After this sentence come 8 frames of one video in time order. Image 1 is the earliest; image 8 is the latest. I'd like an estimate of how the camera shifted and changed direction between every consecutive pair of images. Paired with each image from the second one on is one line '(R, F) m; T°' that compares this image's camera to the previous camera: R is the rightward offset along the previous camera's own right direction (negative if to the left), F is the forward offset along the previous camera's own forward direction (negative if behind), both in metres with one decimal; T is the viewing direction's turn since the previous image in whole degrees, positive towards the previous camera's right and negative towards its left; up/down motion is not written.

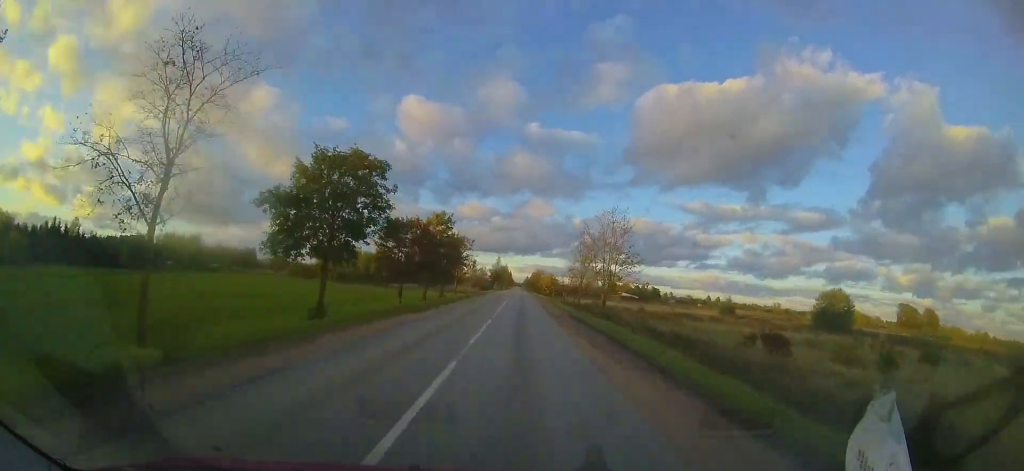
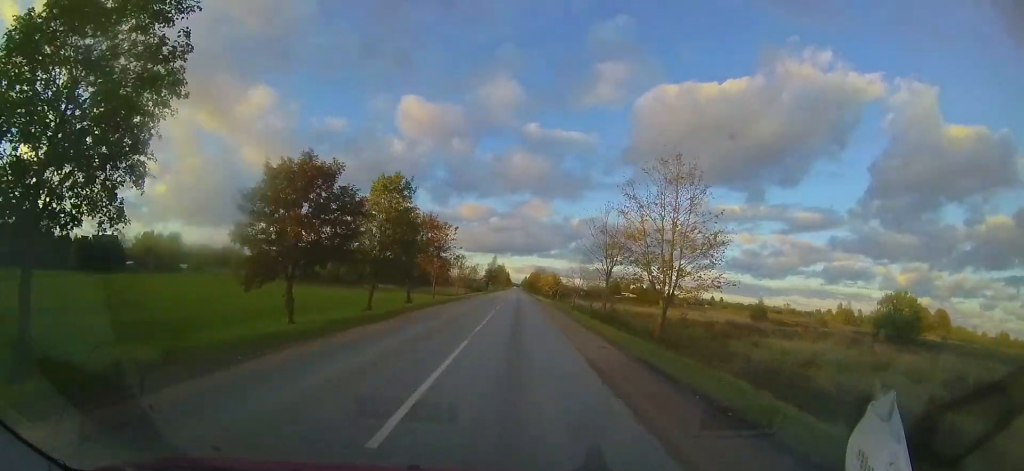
(-0.3, +15.1) m; -1°
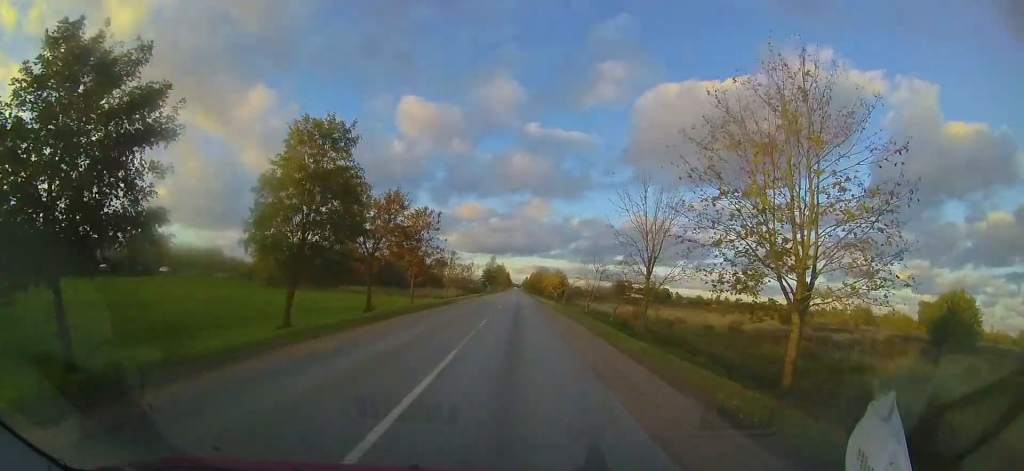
(0.0, +10.2) m; 0°
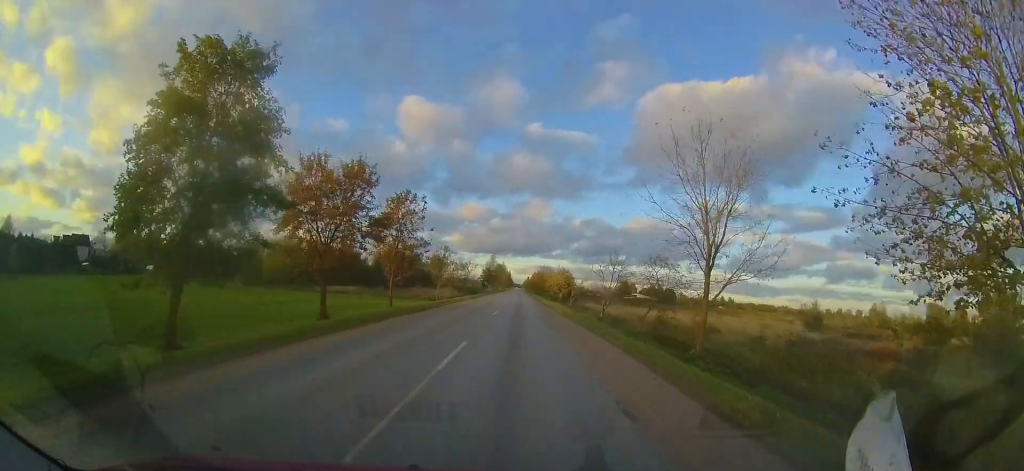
(-0.1, +6.8) m; 0°
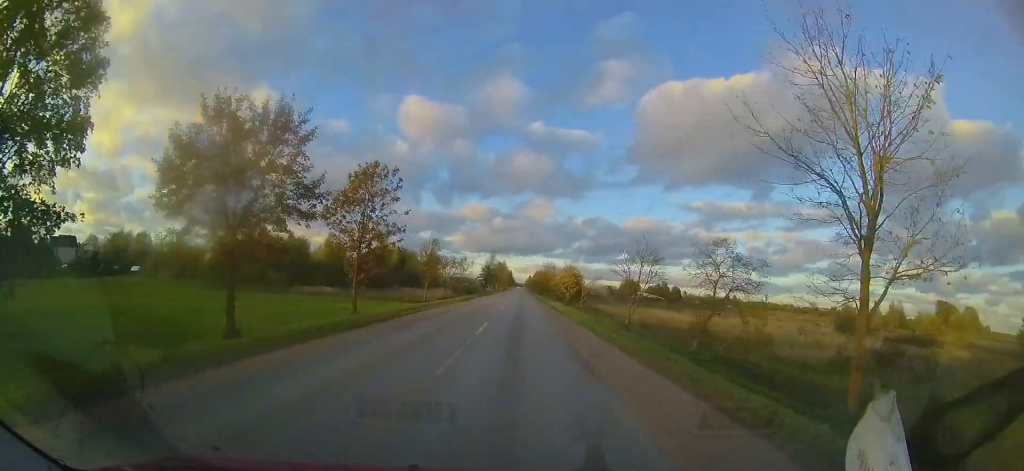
(+0.1, +7.3) m; 0°
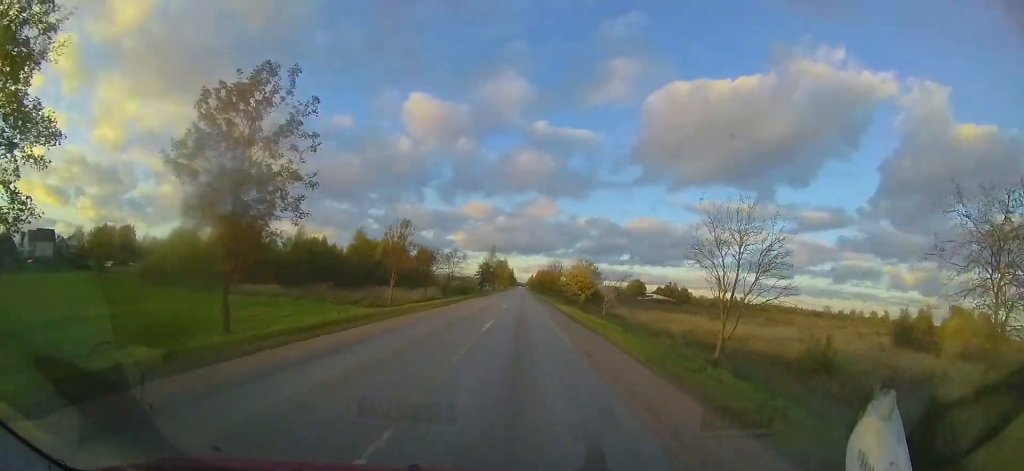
(+0.1, +11.9) m; +1°
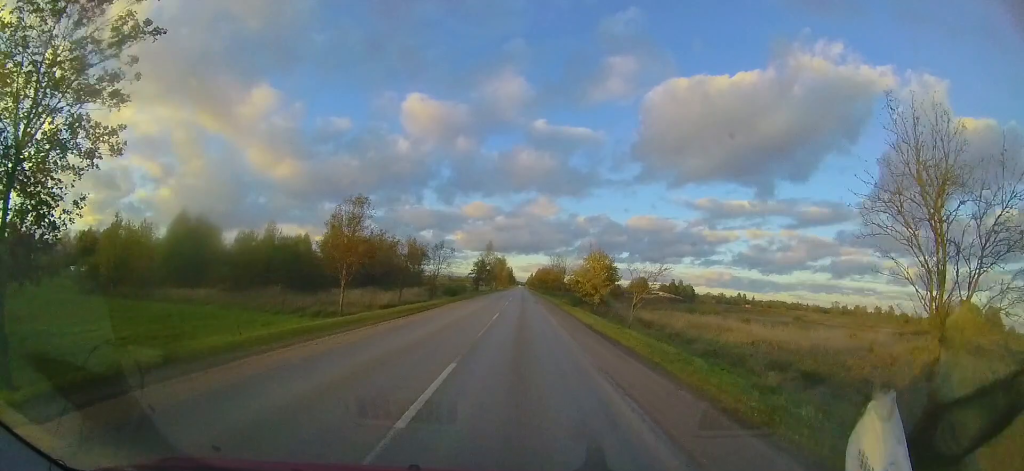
(0.0, +8.7) m; 0°
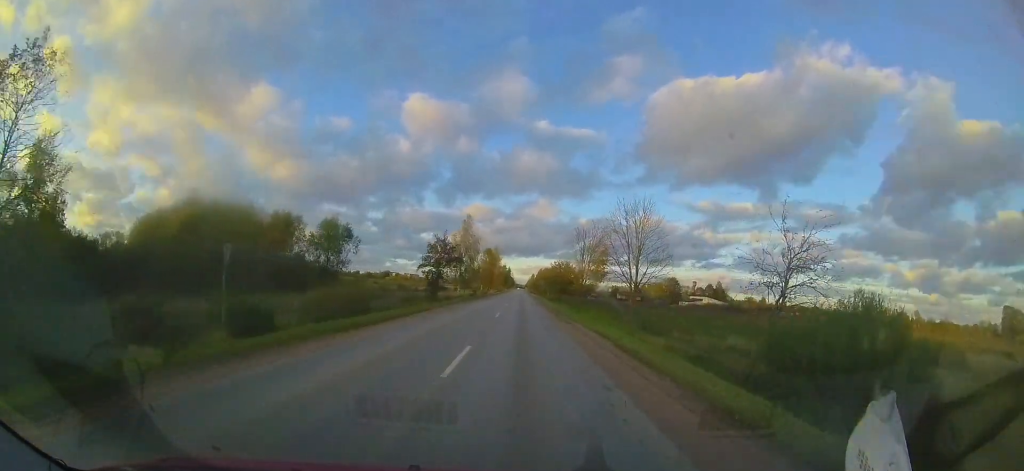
(-0.5, +41.7) m; -1°
